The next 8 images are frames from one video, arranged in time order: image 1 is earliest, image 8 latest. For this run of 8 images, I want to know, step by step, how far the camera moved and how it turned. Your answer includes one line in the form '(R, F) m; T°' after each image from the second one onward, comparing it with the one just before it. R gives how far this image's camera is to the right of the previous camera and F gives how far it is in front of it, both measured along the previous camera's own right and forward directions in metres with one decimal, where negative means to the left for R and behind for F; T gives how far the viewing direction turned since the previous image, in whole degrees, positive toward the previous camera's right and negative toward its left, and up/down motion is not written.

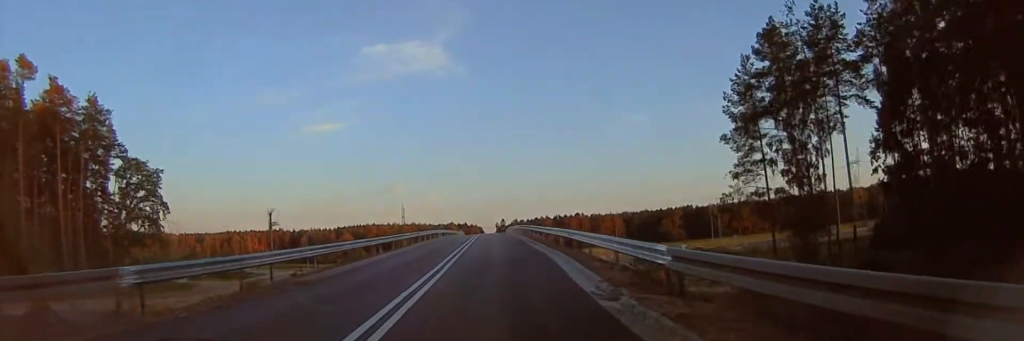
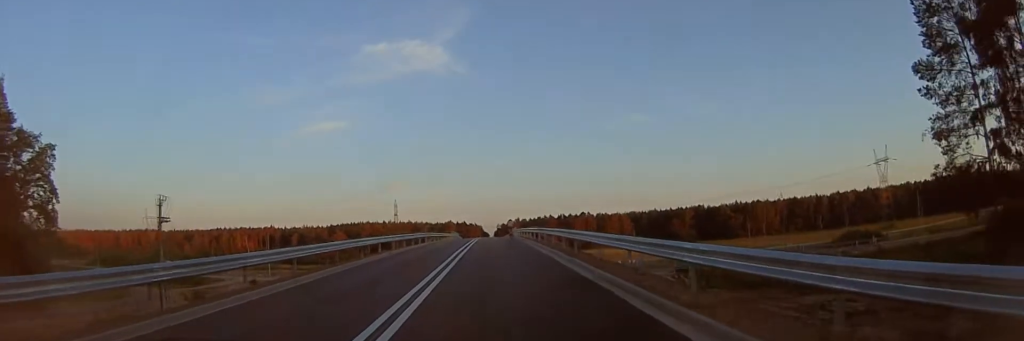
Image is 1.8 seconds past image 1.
(0.0, +26.3) m; -1°
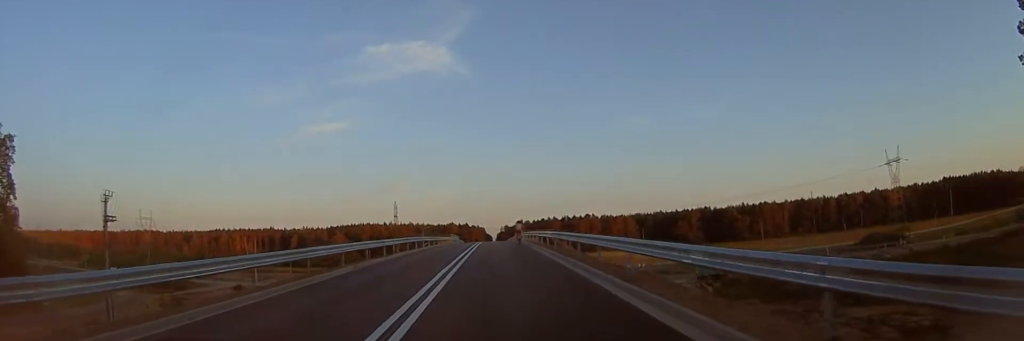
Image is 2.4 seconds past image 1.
(-0.1, +7.7) m; 0°
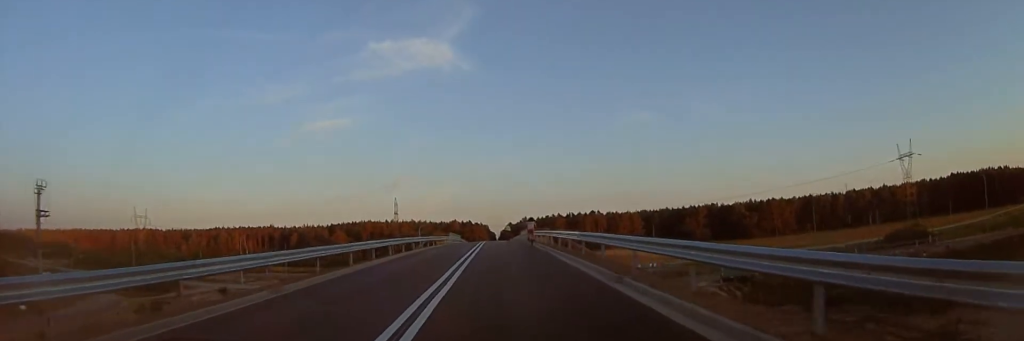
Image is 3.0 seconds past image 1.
(0.0, +7.6) m; 0°
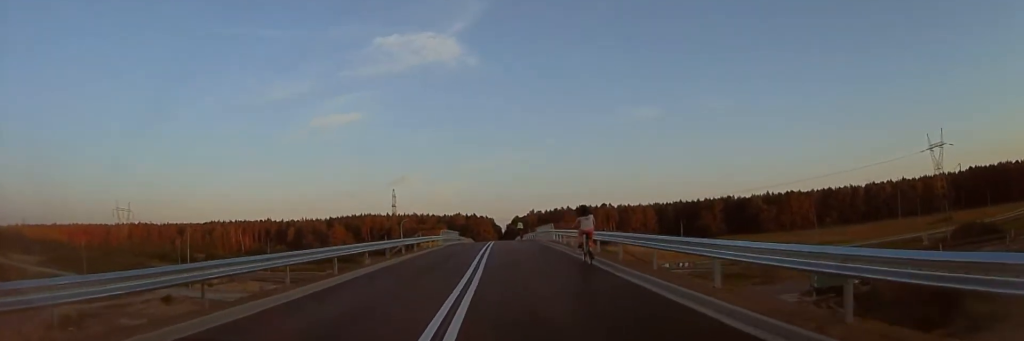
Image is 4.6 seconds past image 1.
(0.0, +19.7) m; 0°
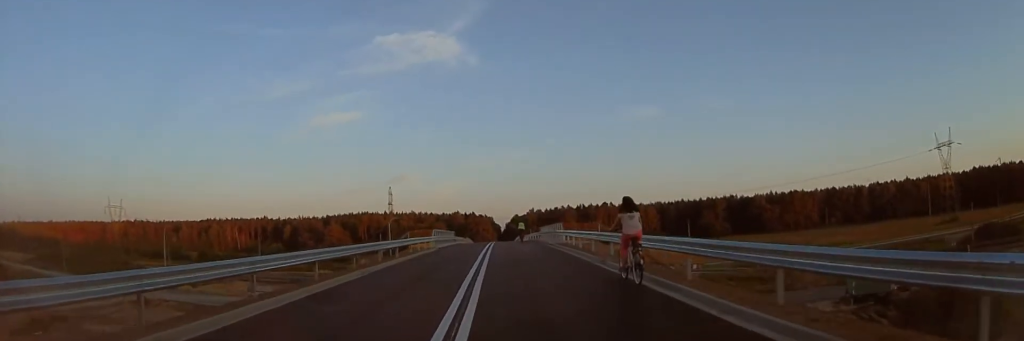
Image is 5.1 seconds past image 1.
(0.0, +6.2) m; 0°
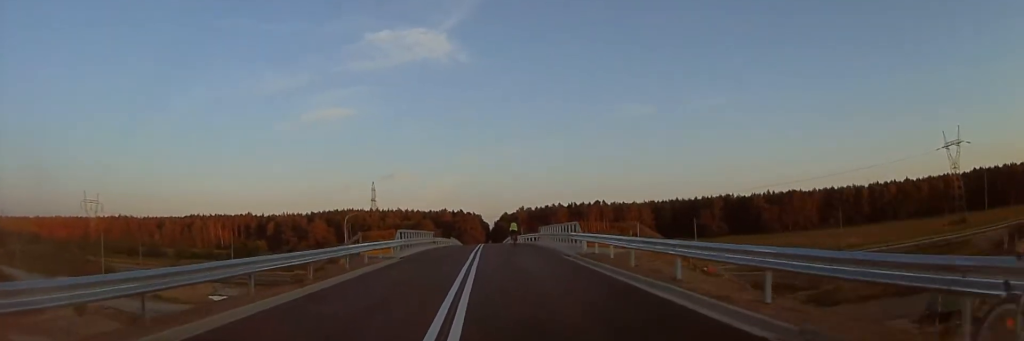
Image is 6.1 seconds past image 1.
(0.0, +11.9) m; 0°
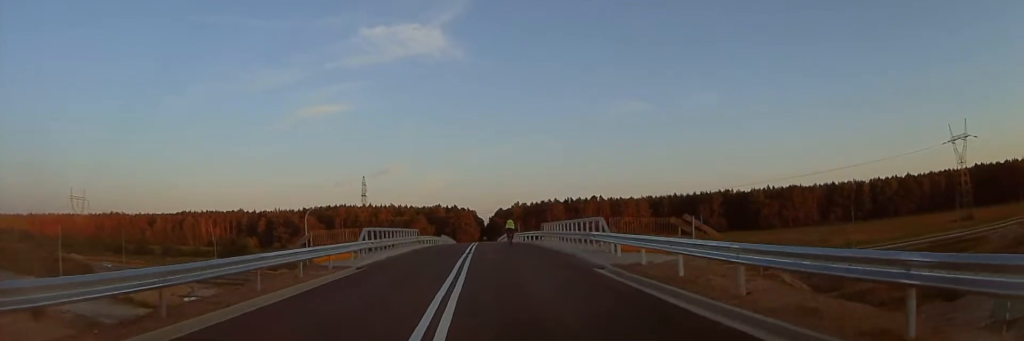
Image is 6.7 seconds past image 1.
(0.0, +7.3) m; 0°
